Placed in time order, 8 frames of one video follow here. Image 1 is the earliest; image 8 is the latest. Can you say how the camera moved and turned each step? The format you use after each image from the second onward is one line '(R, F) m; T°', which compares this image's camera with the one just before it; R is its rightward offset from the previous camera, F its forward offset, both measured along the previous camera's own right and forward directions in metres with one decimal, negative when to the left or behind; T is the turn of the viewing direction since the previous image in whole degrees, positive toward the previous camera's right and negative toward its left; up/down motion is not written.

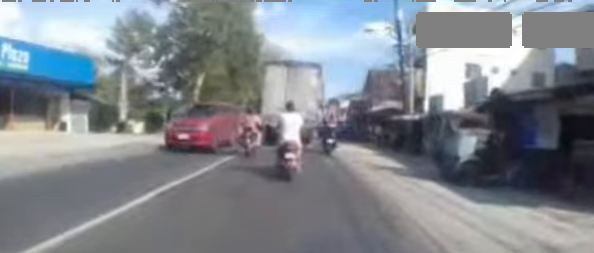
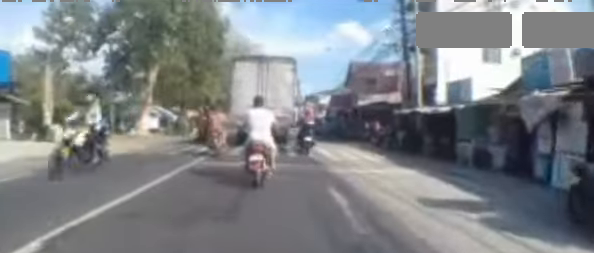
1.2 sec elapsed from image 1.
(-0.1, +3.7) m; -1°
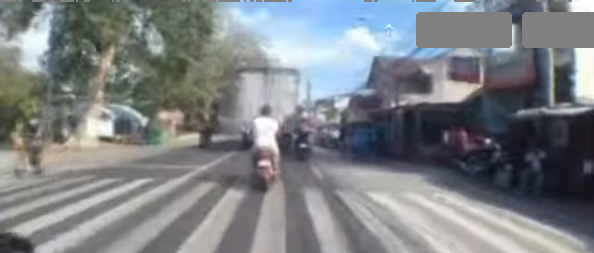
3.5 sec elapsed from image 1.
(+0.3, +6.5) m; 0°
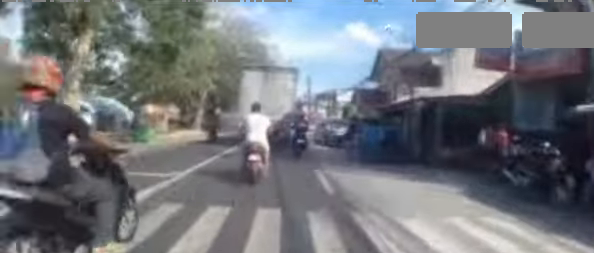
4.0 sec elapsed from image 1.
(0.0, +1.6) m; -2°
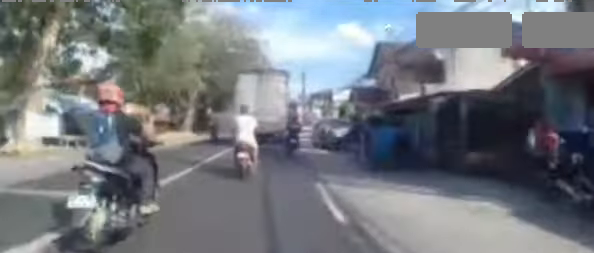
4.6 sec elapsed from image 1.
(-0.1, +1.8) m; 0°
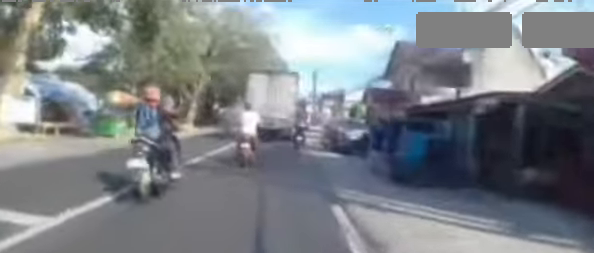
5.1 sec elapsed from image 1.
(0.0, +1.9) m; -1°
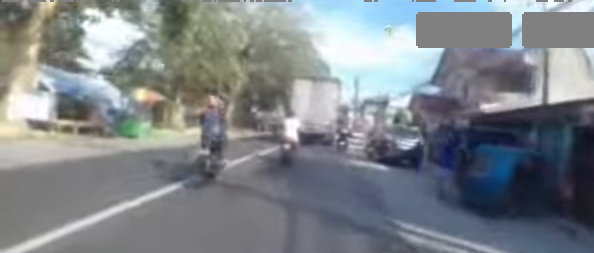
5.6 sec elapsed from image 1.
(+0.2, +1.8) m; -1°
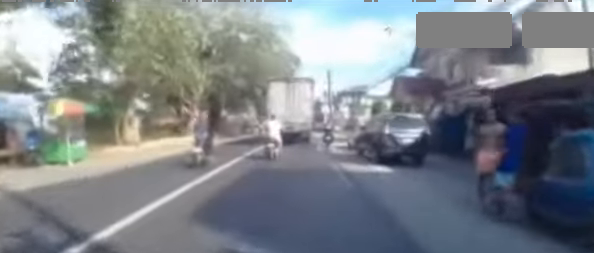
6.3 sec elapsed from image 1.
(-0.1, +2.8) m; -4°
